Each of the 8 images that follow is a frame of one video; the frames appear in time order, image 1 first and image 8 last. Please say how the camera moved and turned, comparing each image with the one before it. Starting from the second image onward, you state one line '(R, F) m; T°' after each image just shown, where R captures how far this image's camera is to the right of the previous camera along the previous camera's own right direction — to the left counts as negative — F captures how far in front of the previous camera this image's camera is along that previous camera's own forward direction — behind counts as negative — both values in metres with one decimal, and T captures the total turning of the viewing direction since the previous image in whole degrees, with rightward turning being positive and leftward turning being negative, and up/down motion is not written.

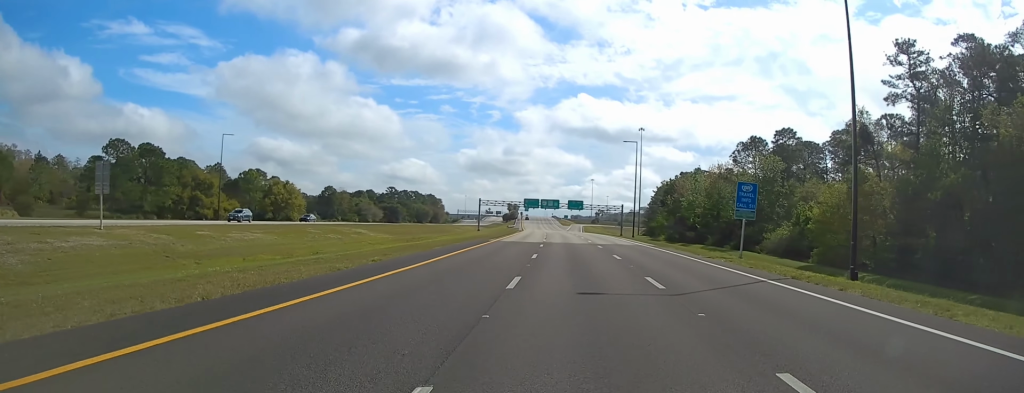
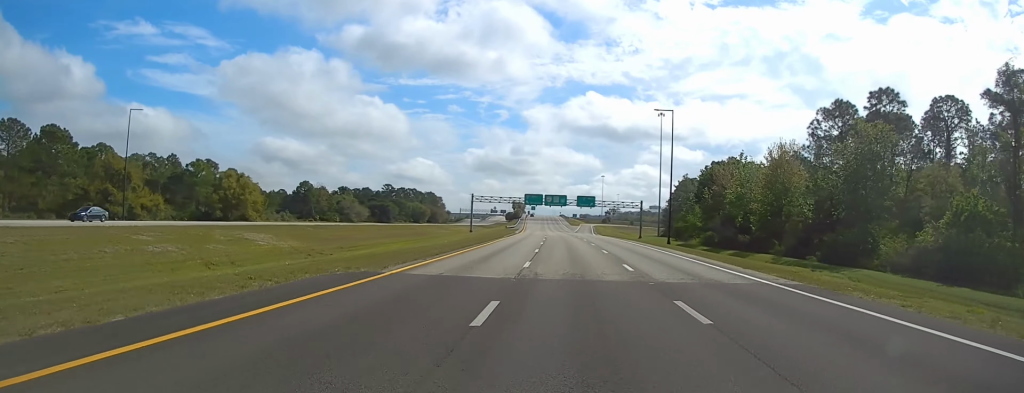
(-0.3, +29.6) m; -1°
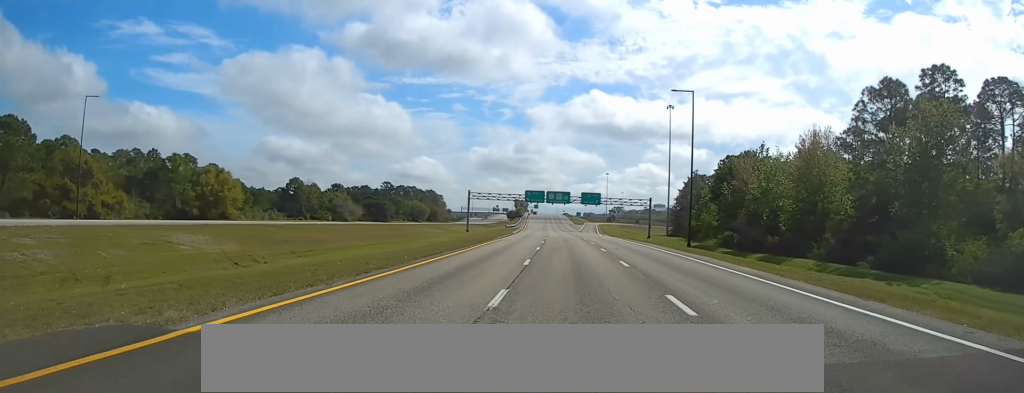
(0.0, +10.6) m; 0°
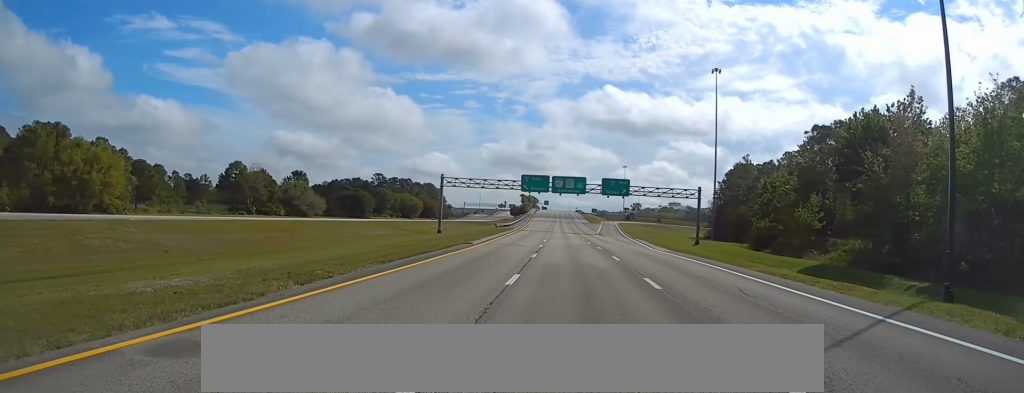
(-0.3, +43.8) m; 0°
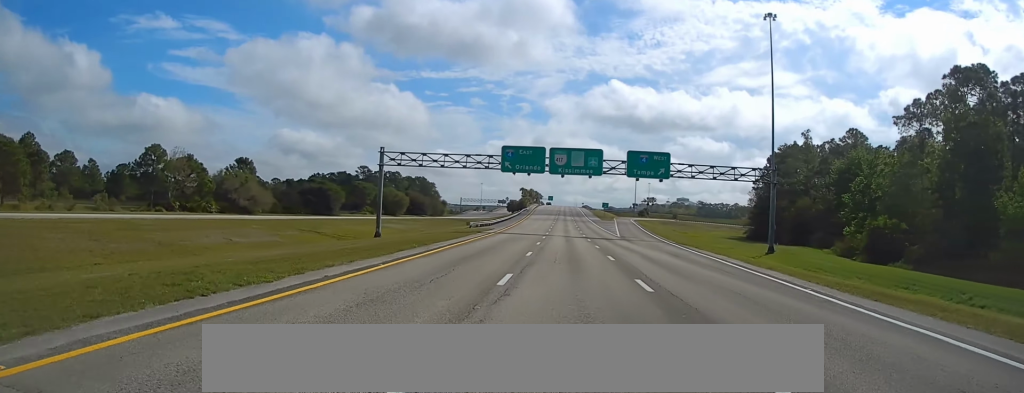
(0.0, +36.5) m; 0°
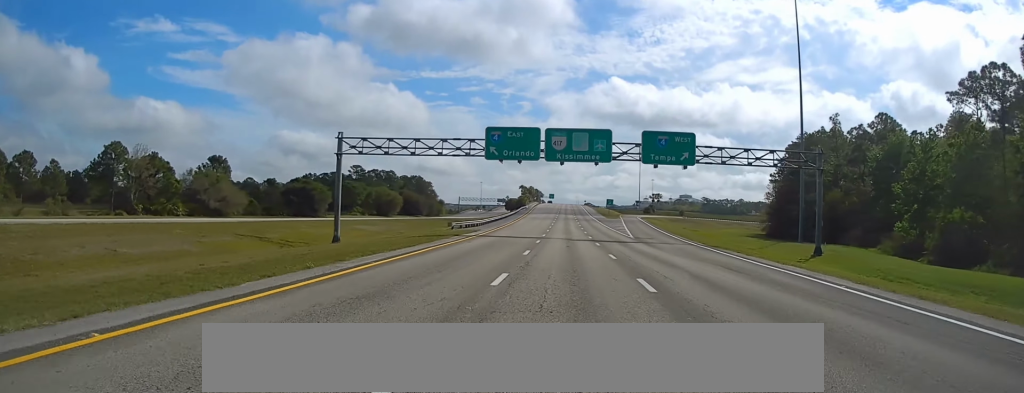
(0.0, +13.0) m; 0°
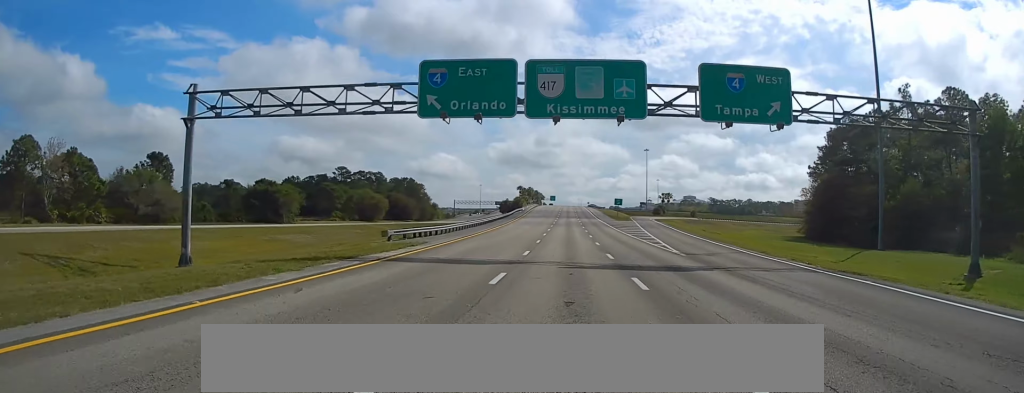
(-0.2, +23.6) m; 0°
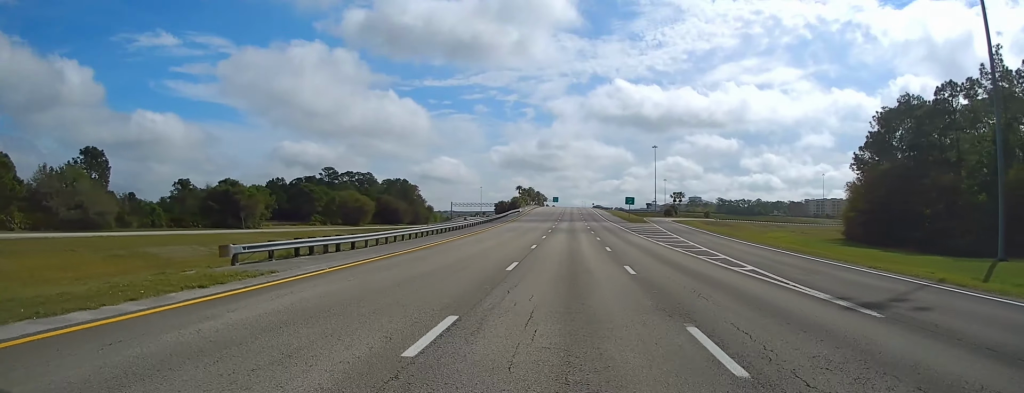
(+0.2, +20.5) m; 0°
